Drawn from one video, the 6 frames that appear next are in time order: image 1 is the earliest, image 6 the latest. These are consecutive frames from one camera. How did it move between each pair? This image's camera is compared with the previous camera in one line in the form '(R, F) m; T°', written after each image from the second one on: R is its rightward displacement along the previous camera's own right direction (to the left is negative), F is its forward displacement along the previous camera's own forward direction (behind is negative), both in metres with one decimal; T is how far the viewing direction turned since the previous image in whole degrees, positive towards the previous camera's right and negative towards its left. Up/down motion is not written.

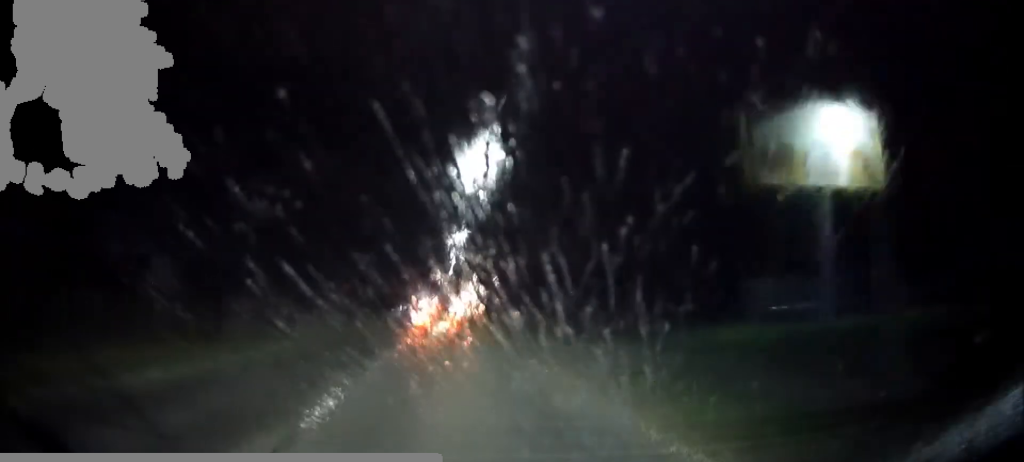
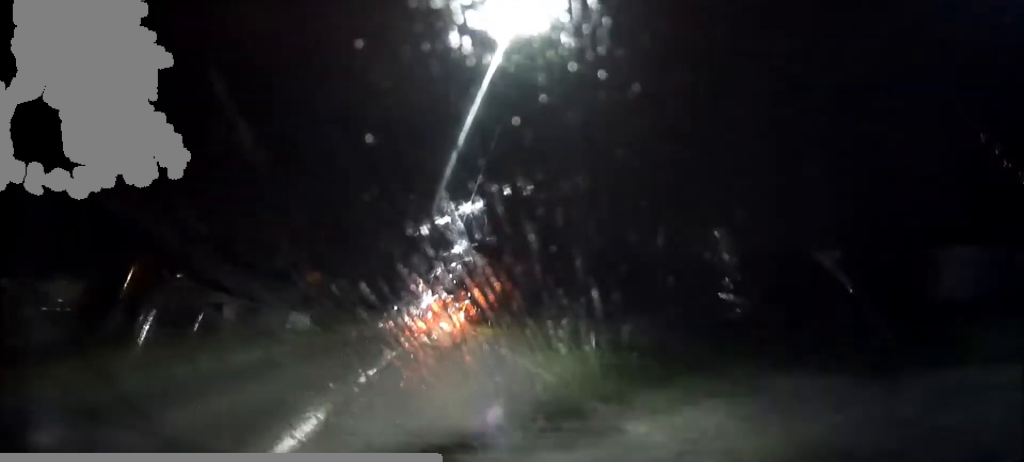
(0.0, +18.0) m; +1°
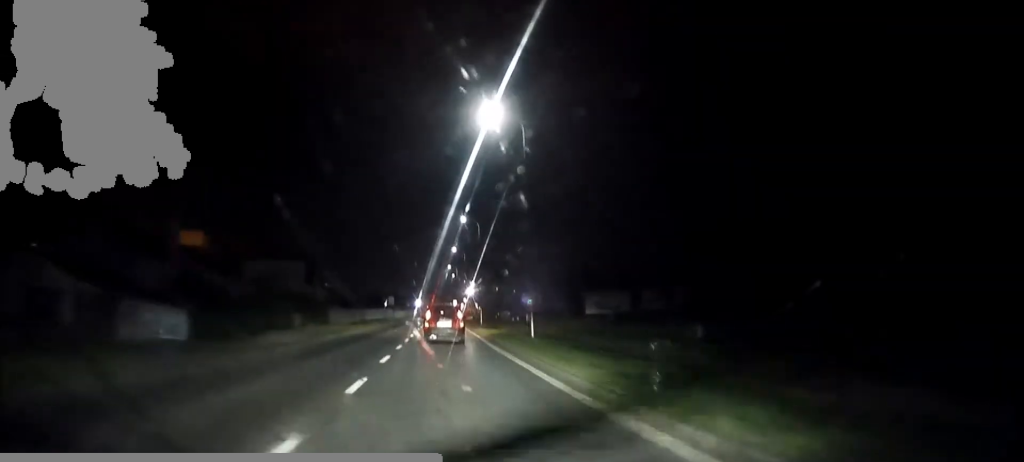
(+0.1, +24.7) m; 0°
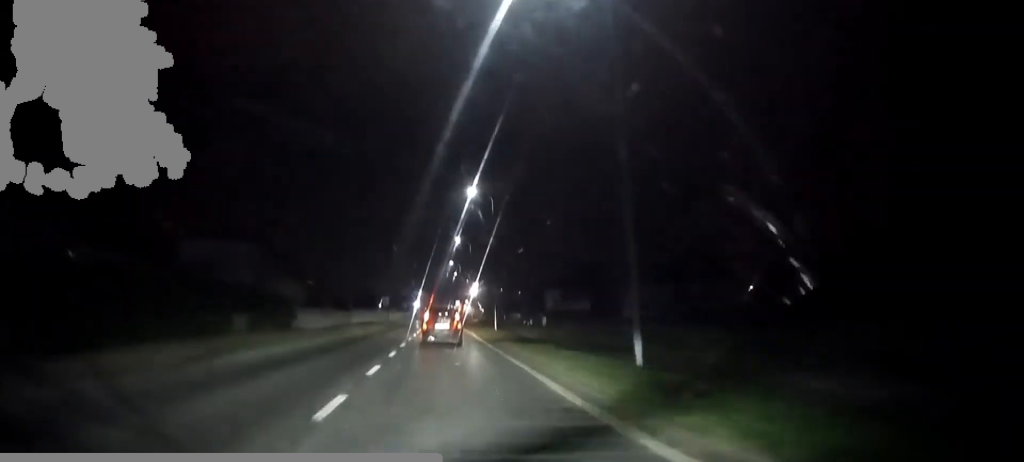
(+0.1, +14.5) m; 0°
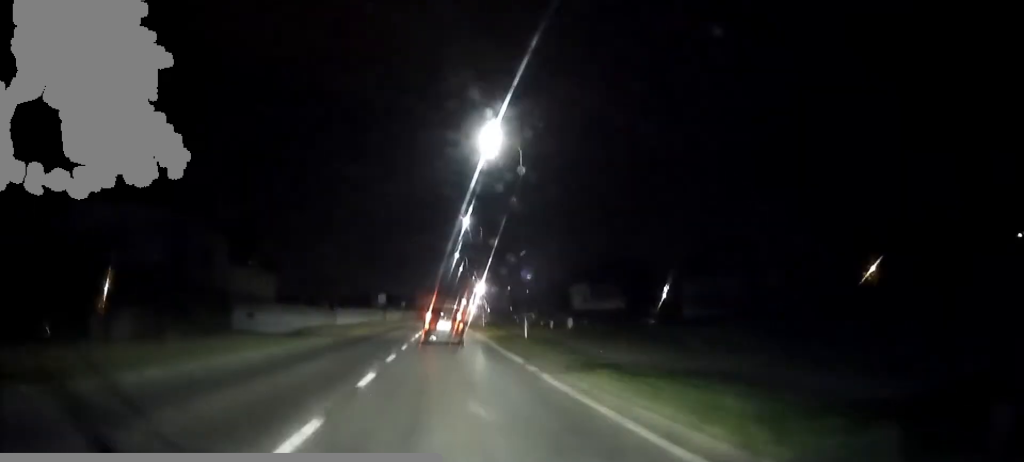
(0.0, +14.1) m; 0°
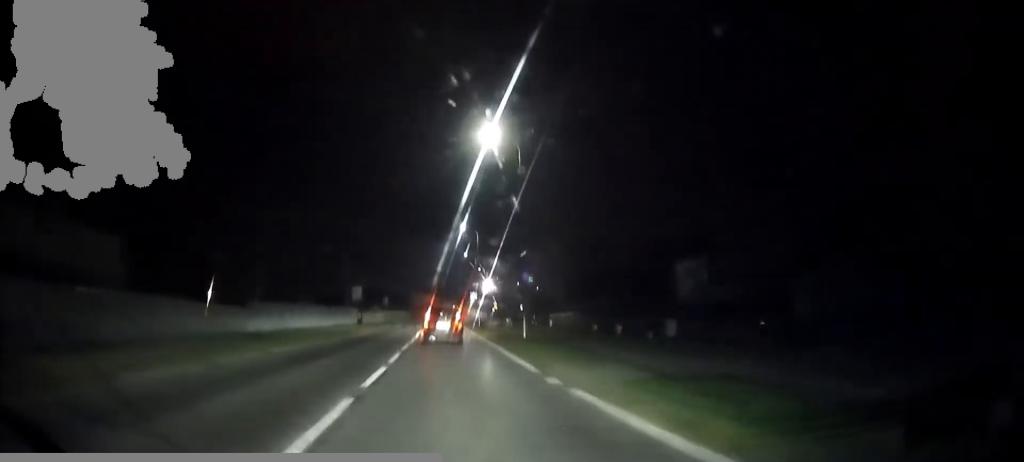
(0.0, +29.6) m; 0°
